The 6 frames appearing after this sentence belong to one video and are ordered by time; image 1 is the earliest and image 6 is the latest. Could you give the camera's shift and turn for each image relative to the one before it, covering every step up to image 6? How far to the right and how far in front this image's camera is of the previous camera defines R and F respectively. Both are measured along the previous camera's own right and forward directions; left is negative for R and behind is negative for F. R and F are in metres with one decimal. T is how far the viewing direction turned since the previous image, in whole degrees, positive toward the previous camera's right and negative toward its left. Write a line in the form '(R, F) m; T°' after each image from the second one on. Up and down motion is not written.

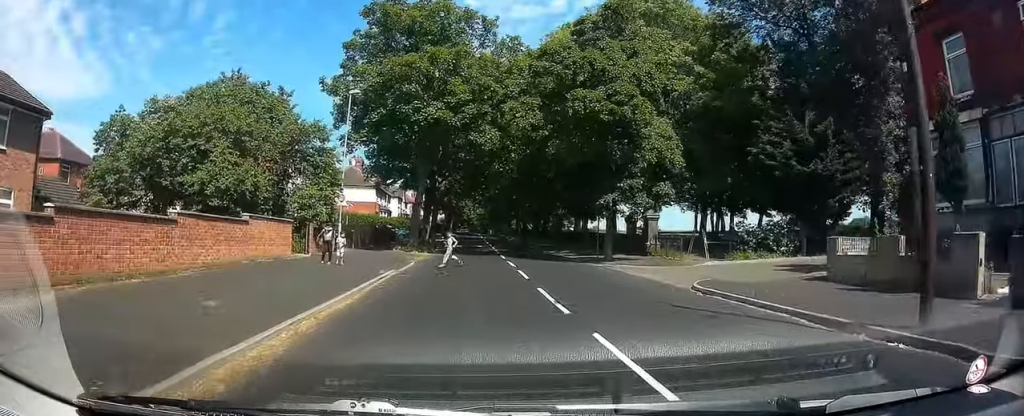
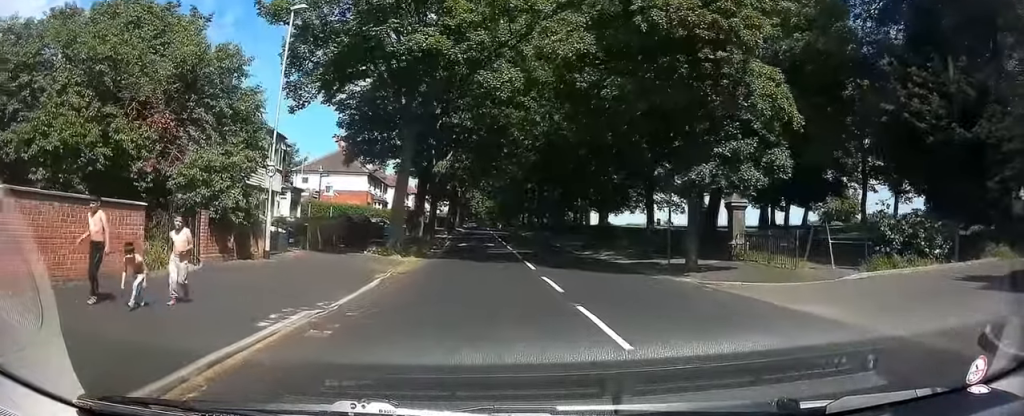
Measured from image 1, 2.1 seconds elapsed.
(+2.2, +11.8) m; +22°
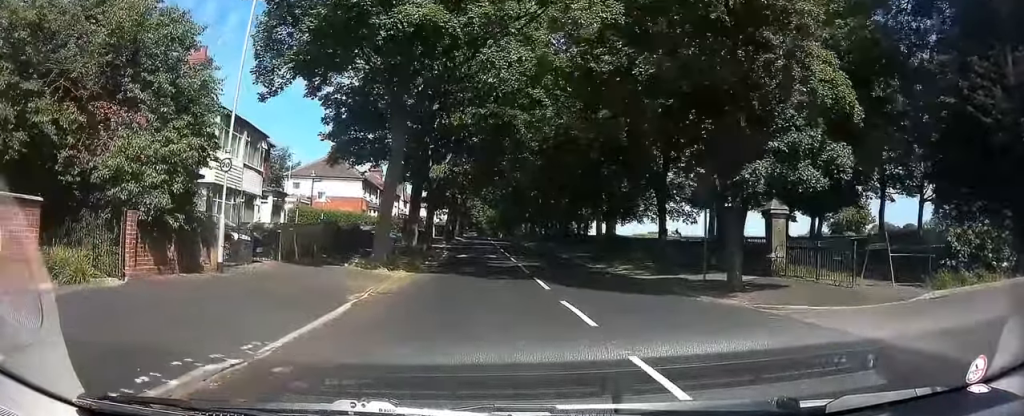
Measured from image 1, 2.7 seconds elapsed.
(-0.5, +3.1) m; -8°
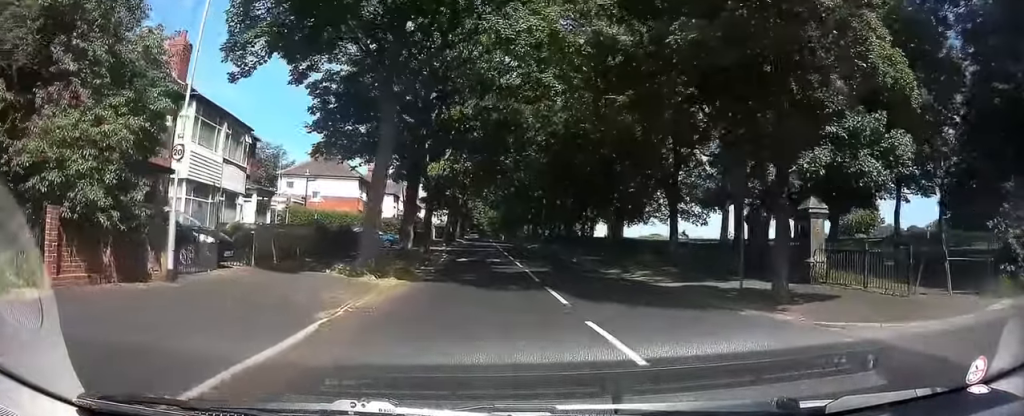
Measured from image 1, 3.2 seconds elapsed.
(-0.1, +2.3) m; -7°
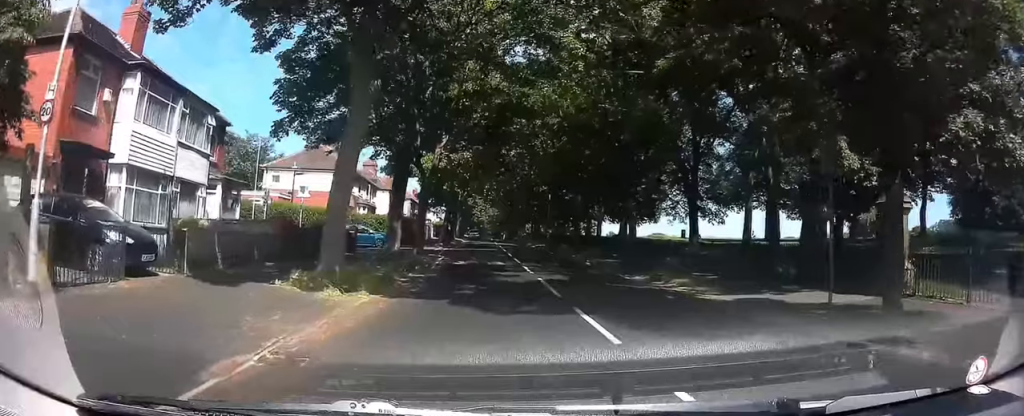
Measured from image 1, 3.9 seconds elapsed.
(-0.3, +3.7) m; -3°
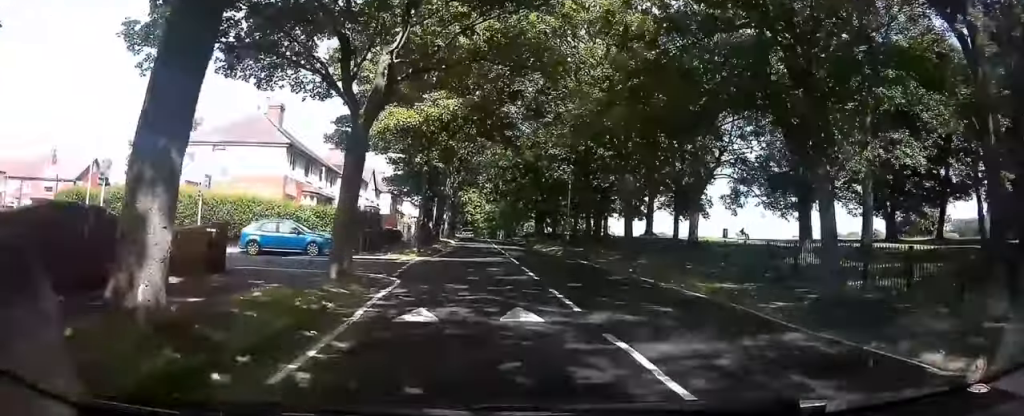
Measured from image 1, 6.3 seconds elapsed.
(-0.1, +13.3) m; +4°
